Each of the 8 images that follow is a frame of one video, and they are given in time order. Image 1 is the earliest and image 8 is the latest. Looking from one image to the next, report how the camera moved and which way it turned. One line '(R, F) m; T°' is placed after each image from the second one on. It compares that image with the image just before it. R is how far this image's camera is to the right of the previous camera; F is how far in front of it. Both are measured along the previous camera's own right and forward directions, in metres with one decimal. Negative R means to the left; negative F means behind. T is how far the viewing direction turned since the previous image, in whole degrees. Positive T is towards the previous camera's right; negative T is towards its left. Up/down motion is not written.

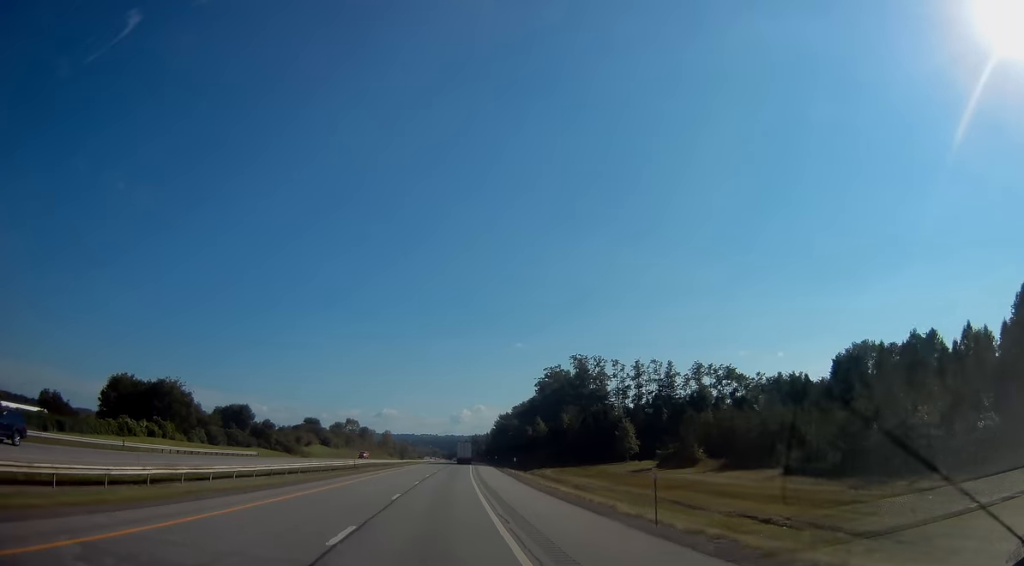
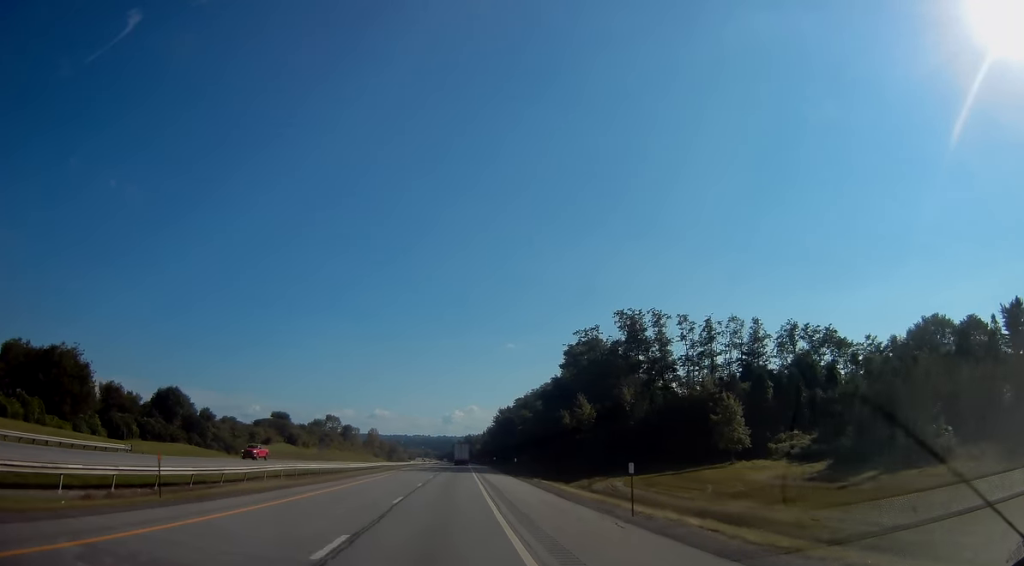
(+0.3, +38.2) m; +1°
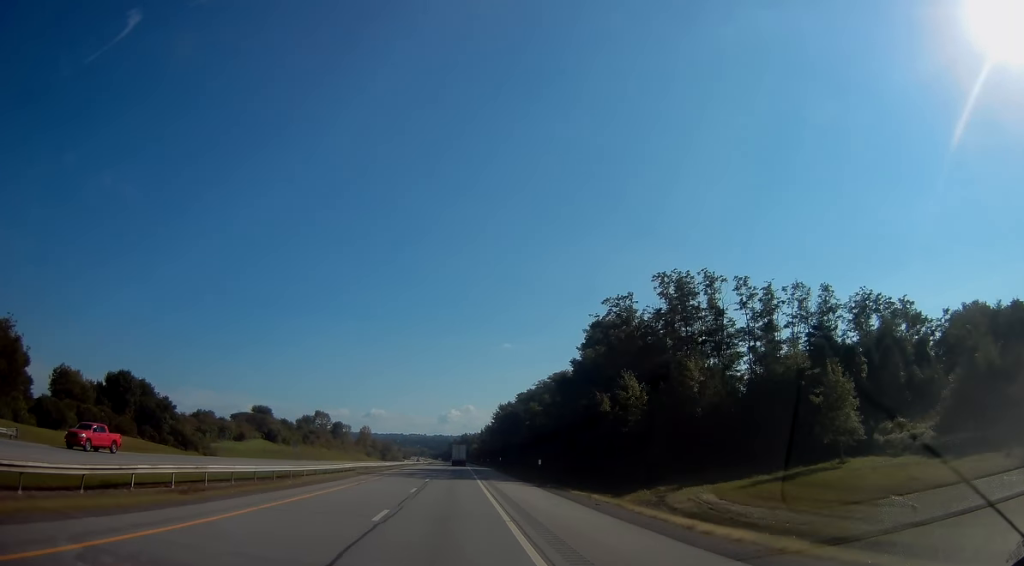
(+0.1, +18.1) m; 0°
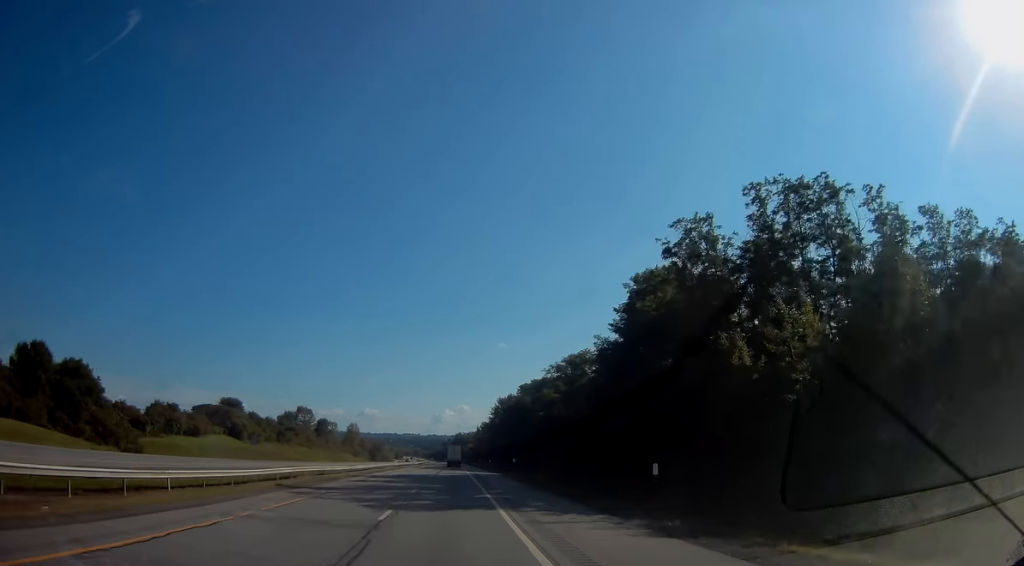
(+0.2, +24.1) m; 0°
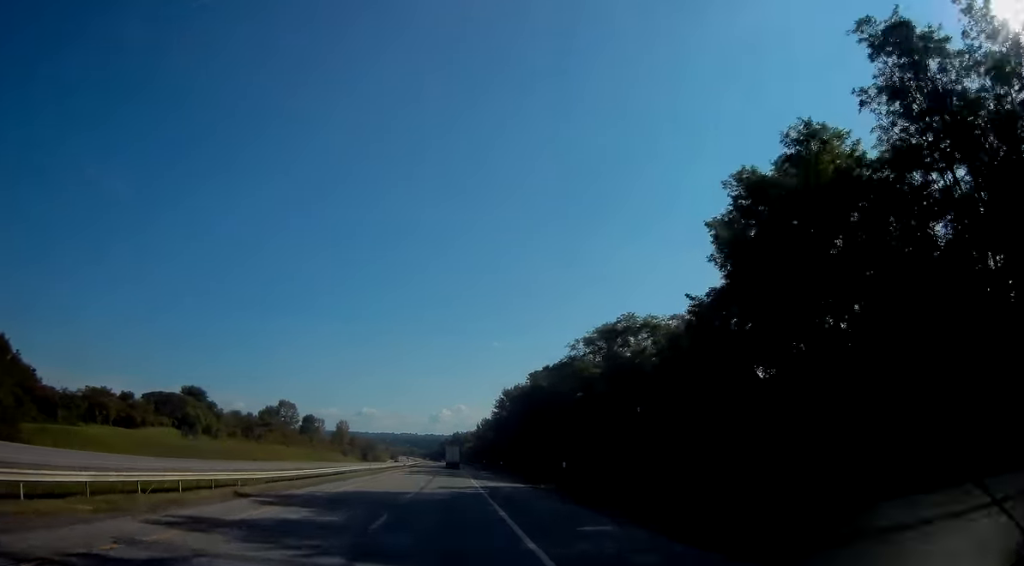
(-0.3, +26.2) m; 0°
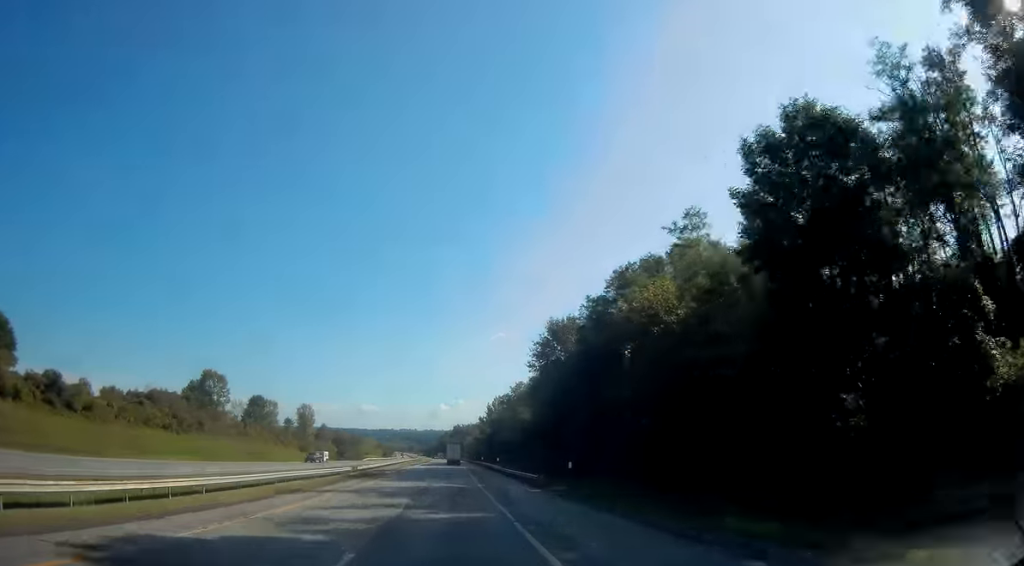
(+1.2, +79.6) m; +1°
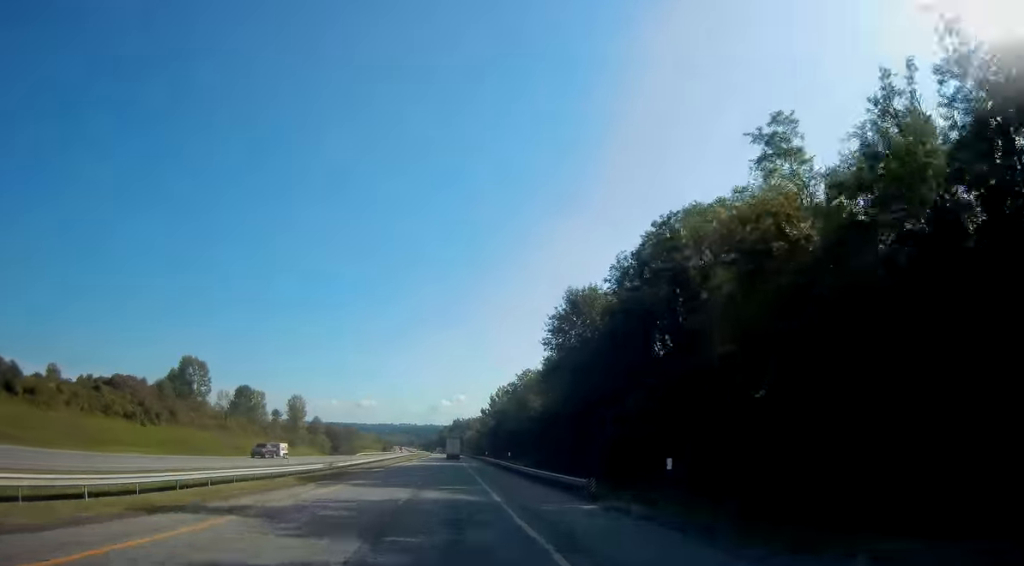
(+0.2, +14.2) m; 0°
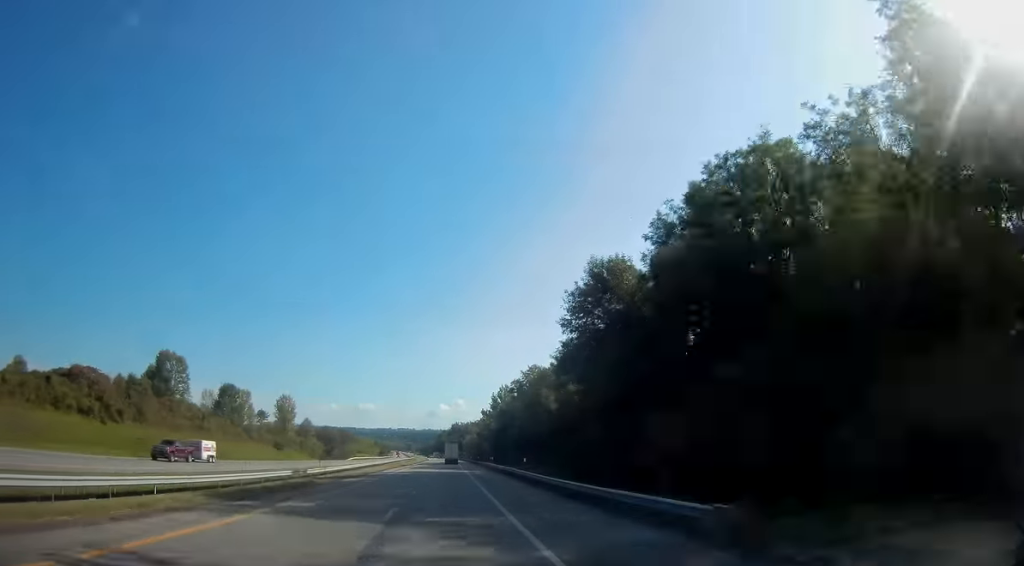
(-0.3, +13.3) m; 0°
